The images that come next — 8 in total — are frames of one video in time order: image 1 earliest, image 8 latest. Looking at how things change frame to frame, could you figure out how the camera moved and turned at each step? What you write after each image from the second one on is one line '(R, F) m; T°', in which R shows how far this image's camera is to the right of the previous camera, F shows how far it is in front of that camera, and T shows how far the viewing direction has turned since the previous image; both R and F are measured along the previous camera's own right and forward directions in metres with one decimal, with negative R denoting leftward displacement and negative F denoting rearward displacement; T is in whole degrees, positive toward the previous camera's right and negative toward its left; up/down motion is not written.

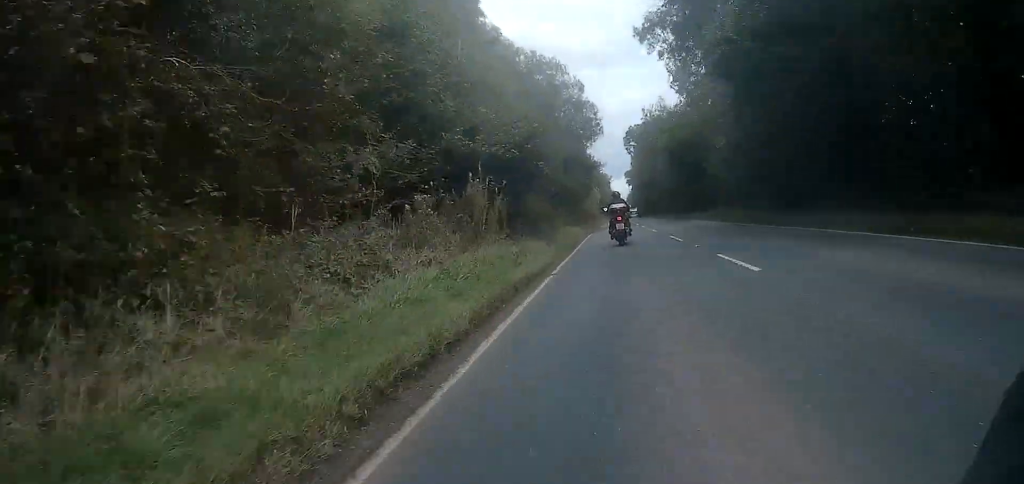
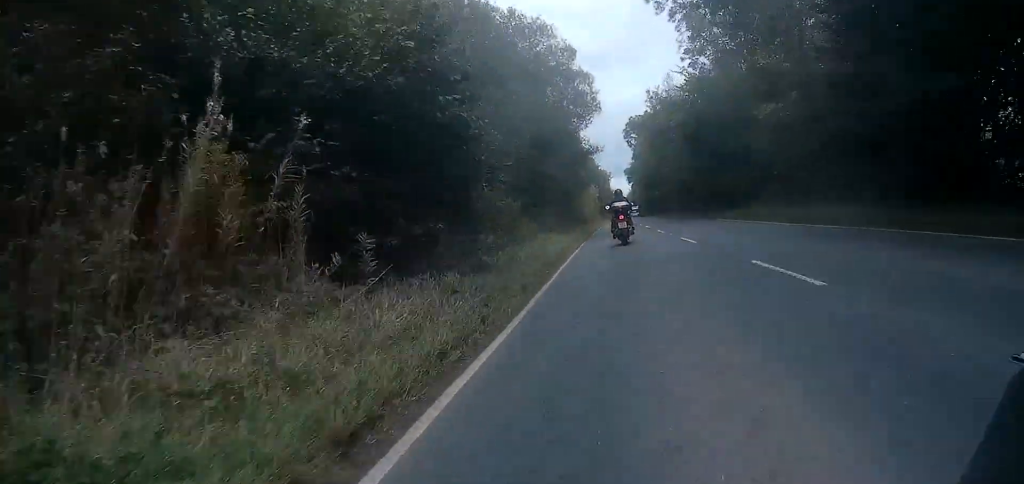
(+0.1, +11.4) m; +1°
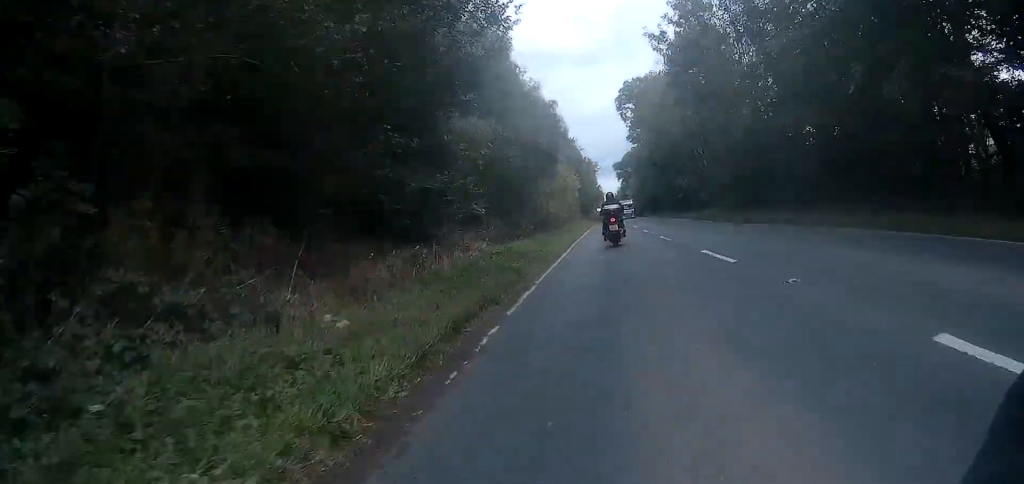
(+0.2, +31.9) m; +1°
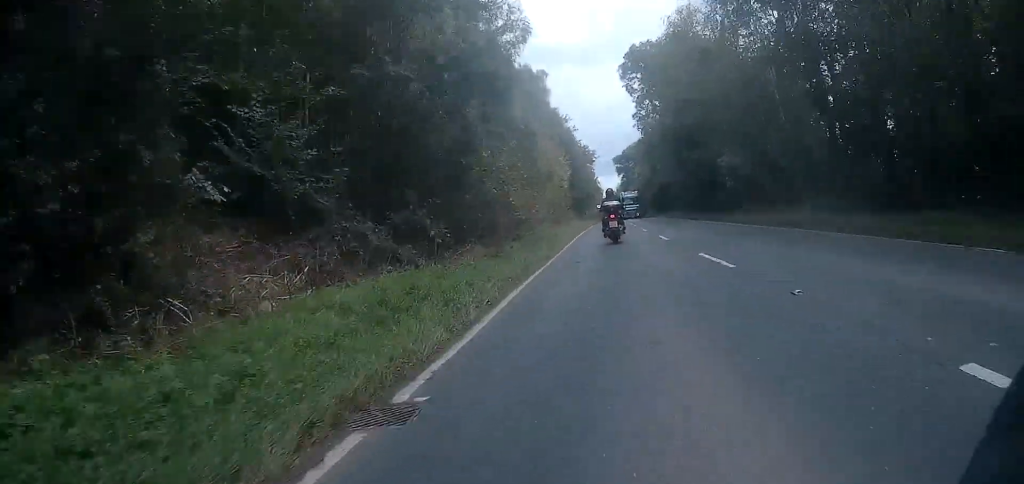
(0.0, +18.0) m; 0°
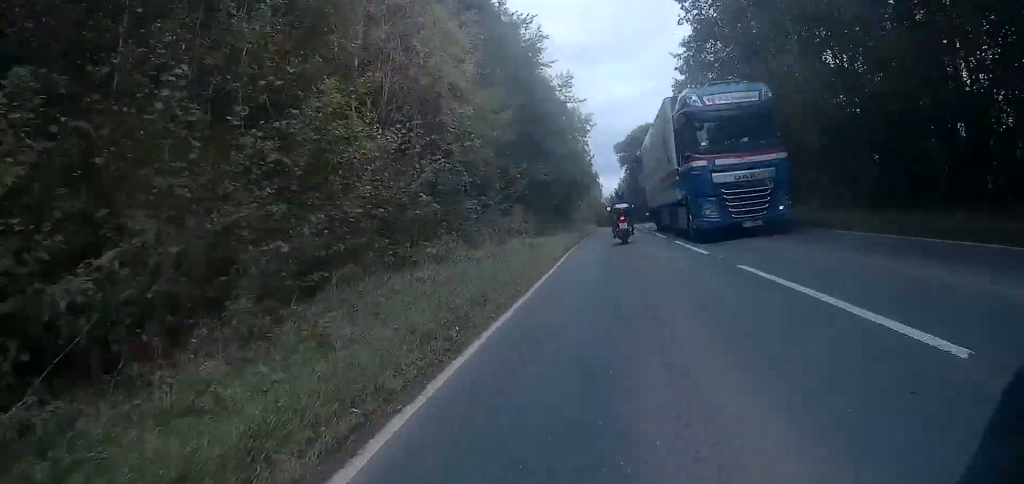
(0.0, +37.5) m; 0°
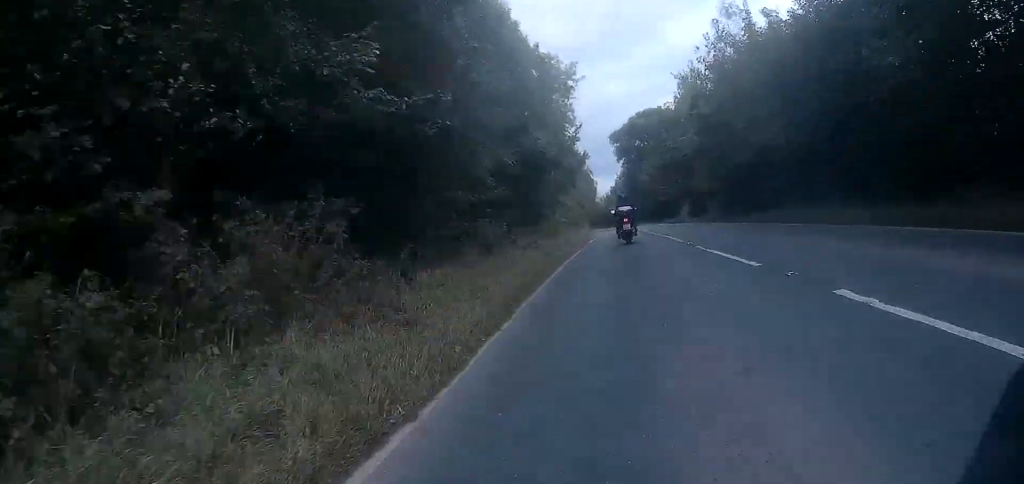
(0.0, +21.2) m; 0°
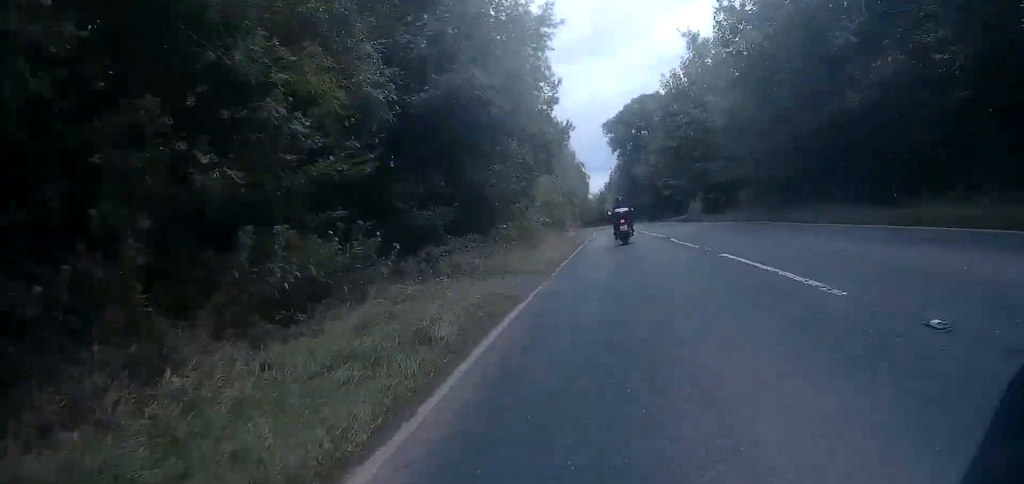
(0.0, +12.2) m; 0°
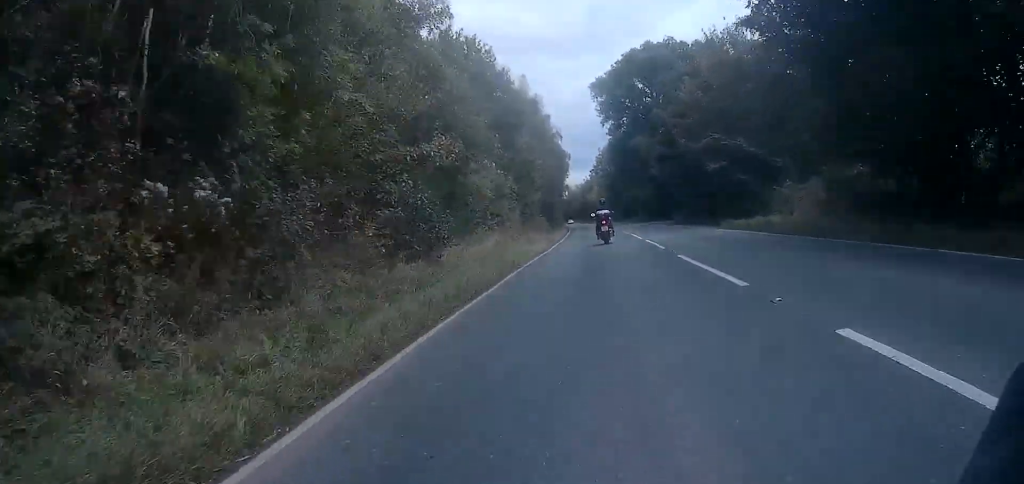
(+0.1, +33.7) m; +1°
